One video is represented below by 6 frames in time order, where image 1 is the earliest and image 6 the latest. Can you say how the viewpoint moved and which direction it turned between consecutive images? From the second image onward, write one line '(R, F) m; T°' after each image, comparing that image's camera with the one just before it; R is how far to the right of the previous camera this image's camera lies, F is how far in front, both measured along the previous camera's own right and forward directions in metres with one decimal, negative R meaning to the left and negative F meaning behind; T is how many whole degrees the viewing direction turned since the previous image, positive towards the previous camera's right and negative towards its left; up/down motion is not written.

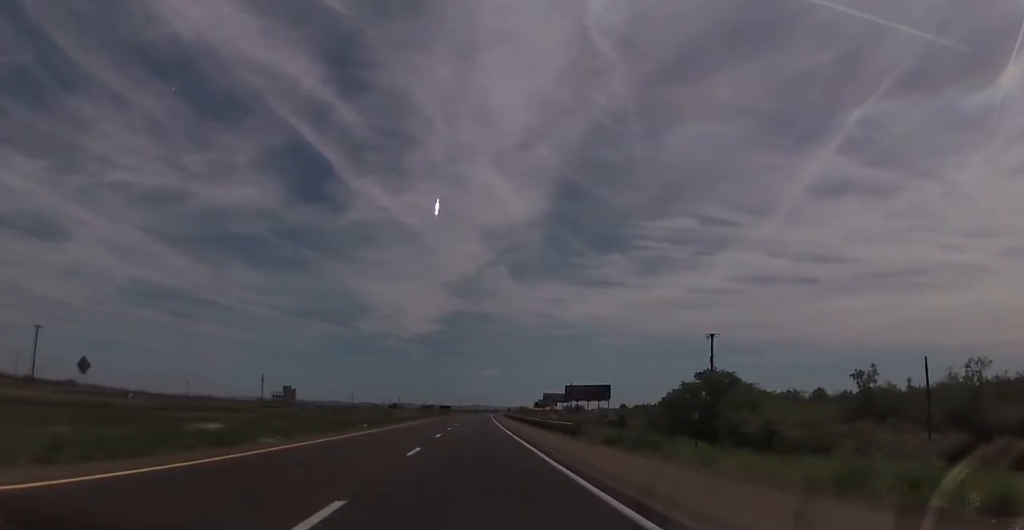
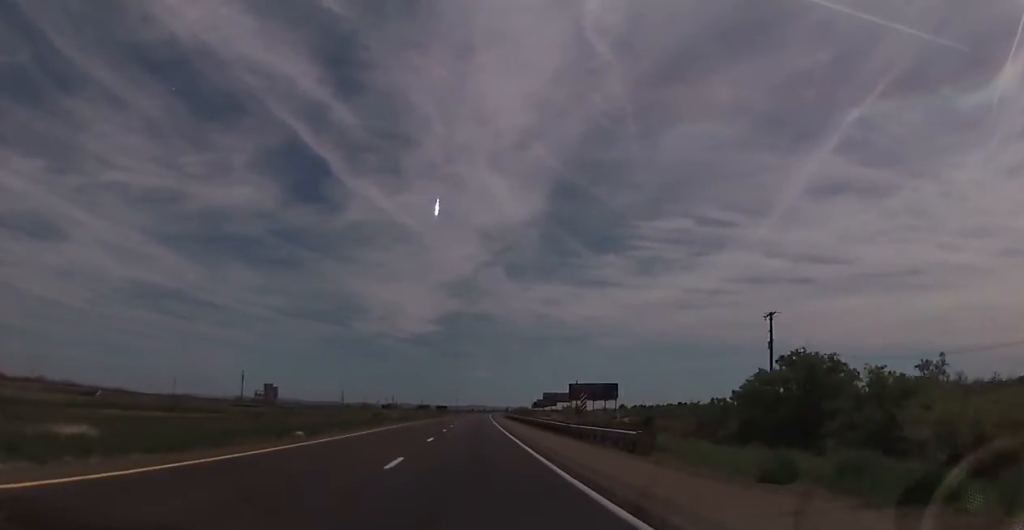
(0.0, +17.9) m; 0°
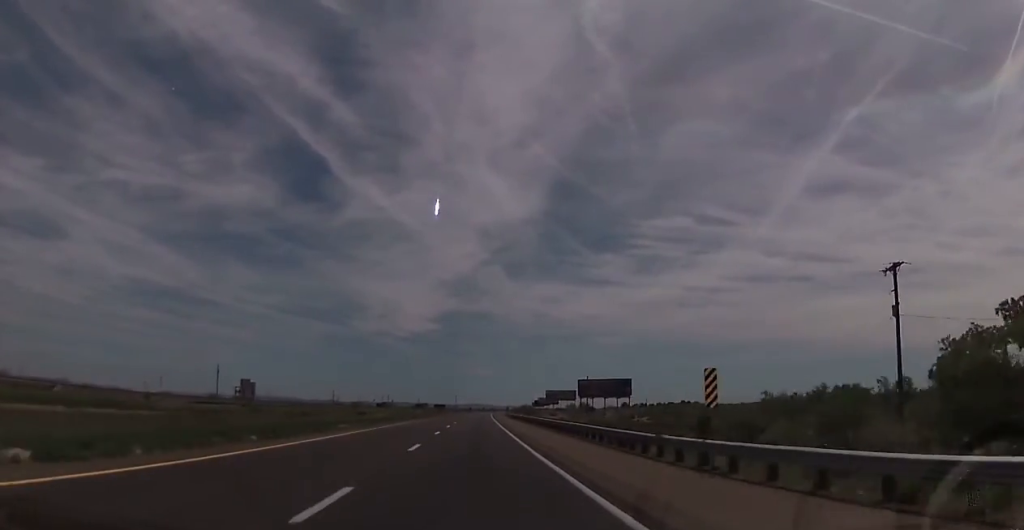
(0.0, +20.1) m; 0°
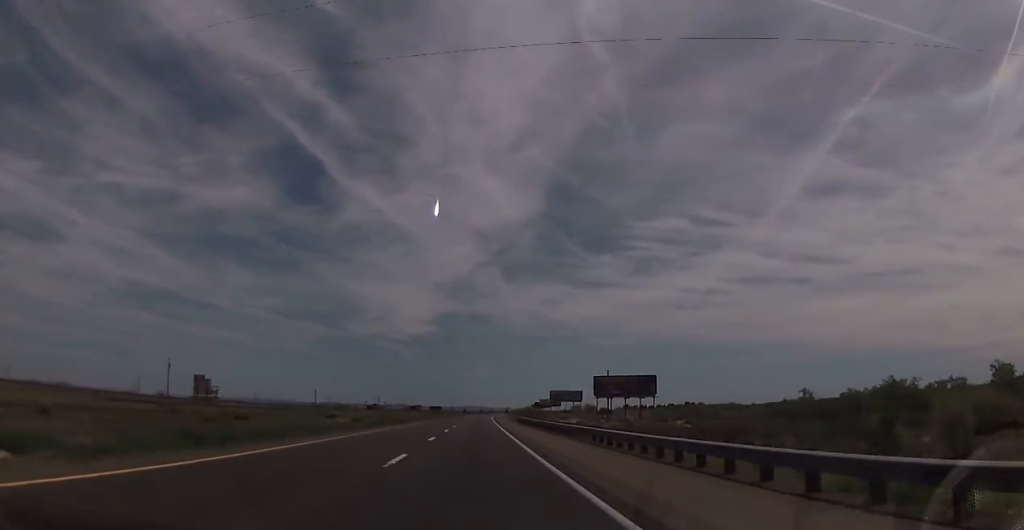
(0.0, +29.9) m; 0°
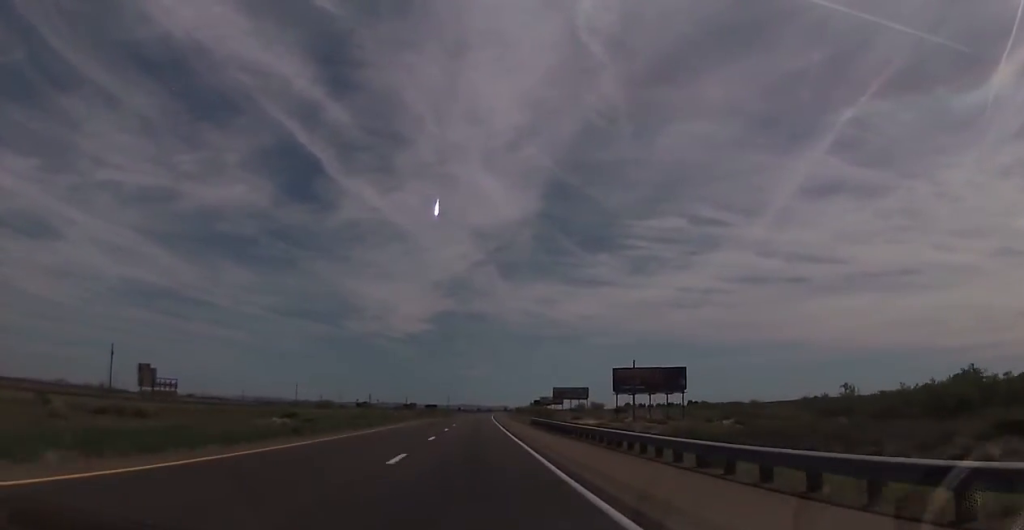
(0.0, +24.2) m; 0°
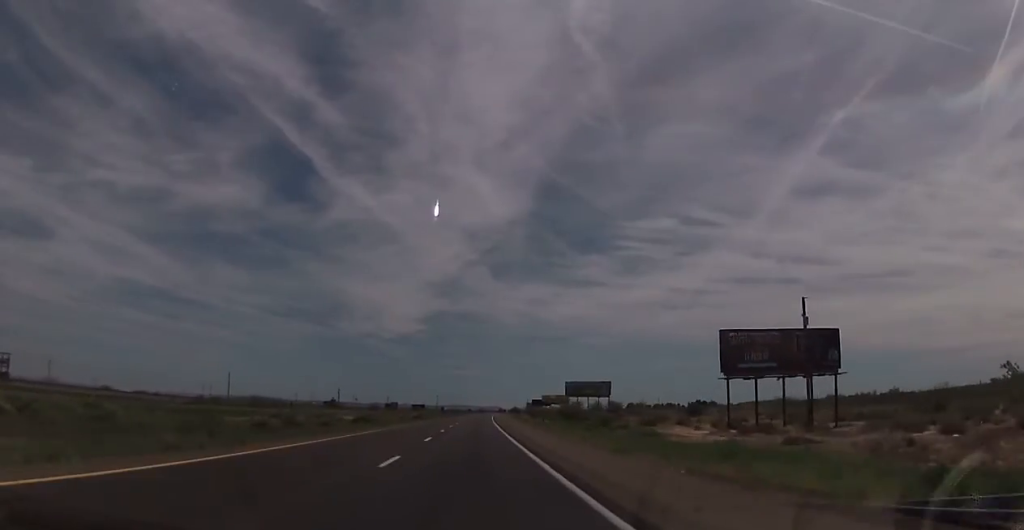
(+0.3, +53.3) m; +1°
